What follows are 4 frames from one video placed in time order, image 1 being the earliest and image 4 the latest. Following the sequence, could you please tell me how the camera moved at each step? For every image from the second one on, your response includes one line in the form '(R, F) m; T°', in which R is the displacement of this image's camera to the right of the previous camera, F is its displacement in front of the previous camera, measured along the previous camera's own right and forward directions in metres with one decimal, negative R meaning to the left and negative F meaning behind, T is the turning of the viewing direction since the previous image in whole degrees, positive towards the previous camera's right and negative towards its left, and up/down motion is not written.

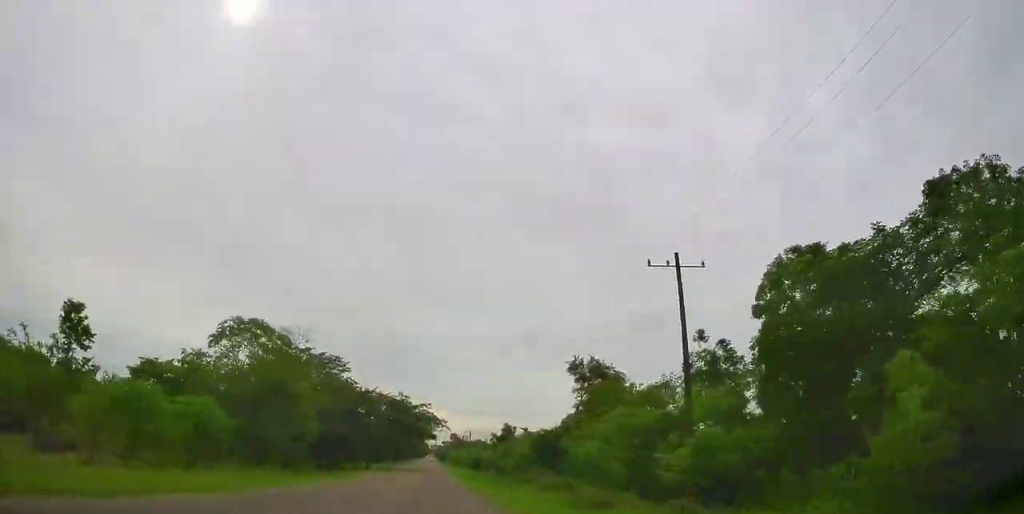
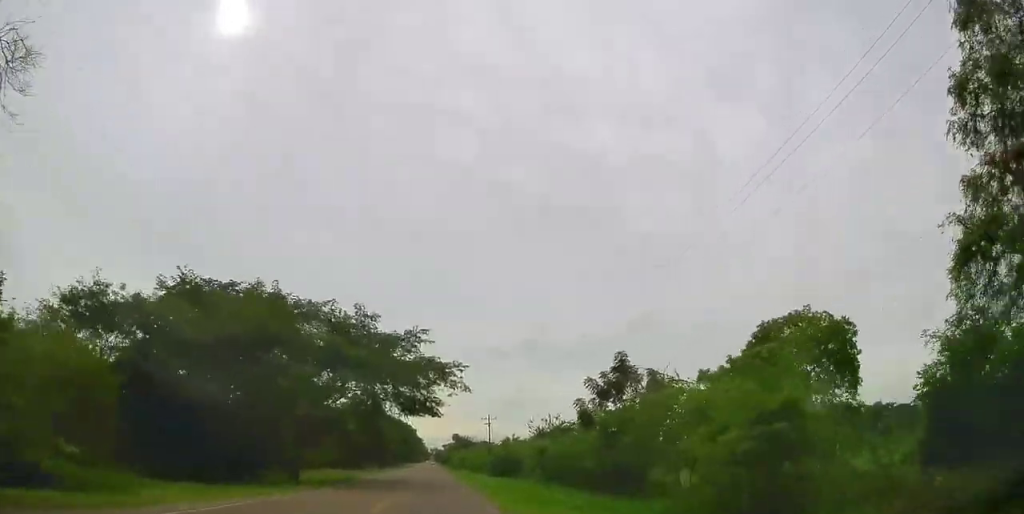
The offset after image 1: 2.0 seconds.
(-0.6, +47.7) m; -1°
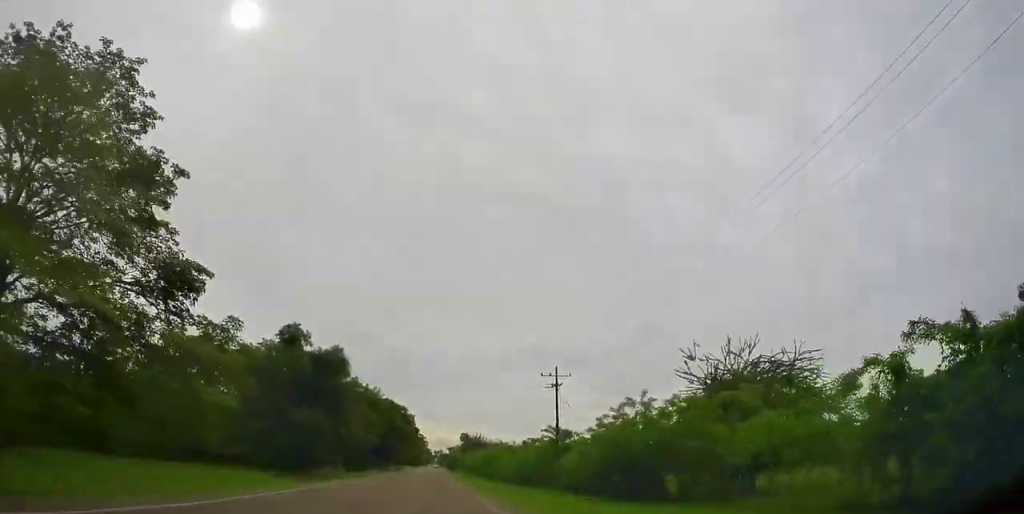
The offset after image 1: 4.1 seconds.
(+0.4, +48.1) m; 0°
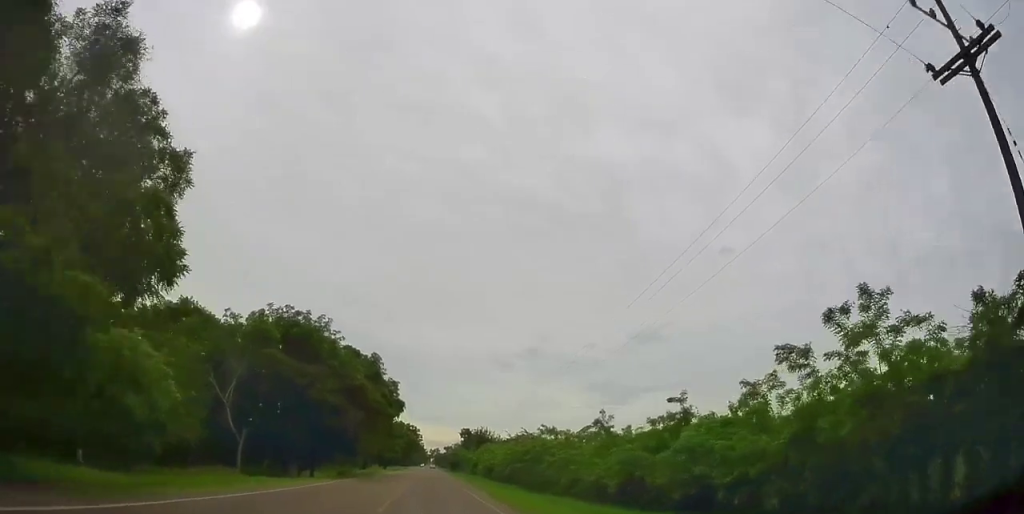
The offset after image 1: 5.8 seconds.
(+0.7, +39.4) m; +1°
